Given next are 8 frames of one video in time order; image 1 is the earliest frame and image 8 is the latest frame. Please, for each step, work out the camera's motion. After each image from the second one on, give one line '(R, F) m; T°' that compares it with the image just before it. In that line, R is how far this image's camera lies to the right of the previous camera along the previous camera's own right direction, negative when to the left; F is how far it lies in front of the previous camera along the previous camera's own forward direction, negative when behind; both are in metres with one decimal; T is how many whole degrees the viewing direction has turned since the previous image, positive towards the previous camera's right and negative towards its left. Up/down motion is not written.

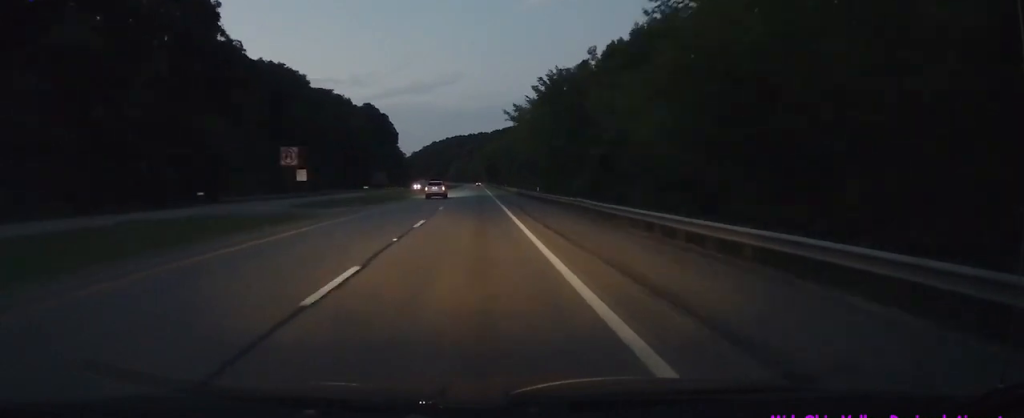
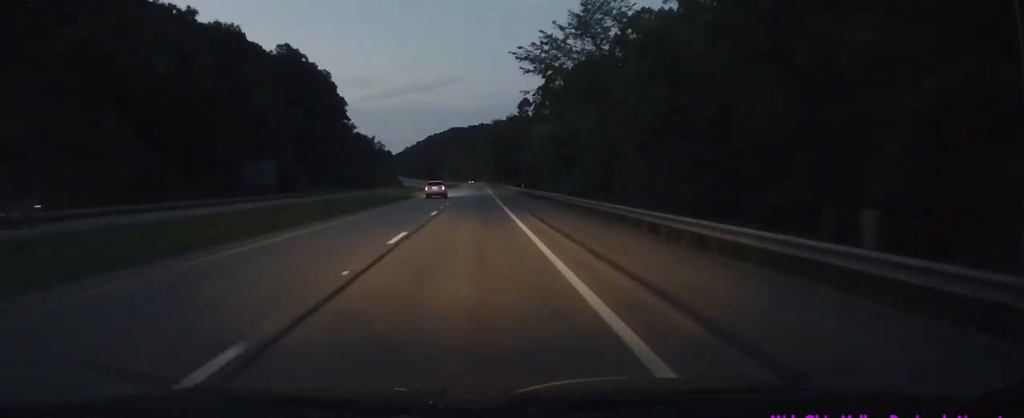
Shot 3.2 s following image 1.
(0.0, +102.3) m; 0°
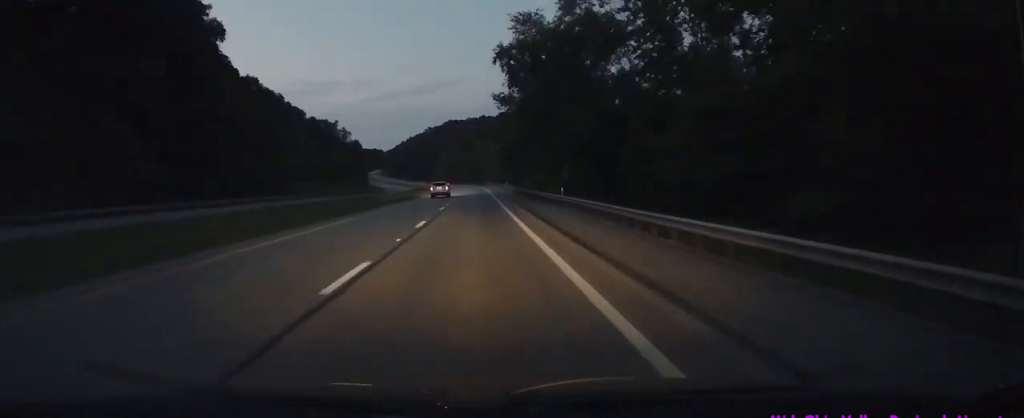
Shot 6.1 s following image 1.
(-0.3, +92.9) m; -1°
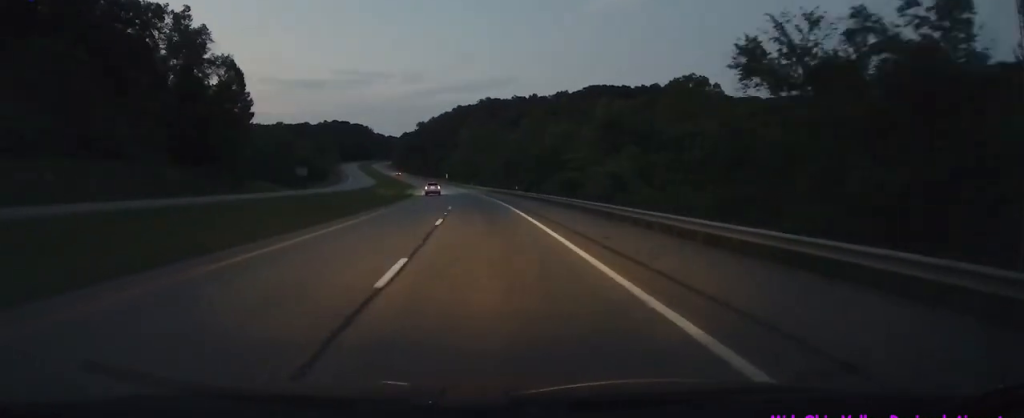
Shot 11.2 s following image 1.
(-4.8, +159.8) m; -6°
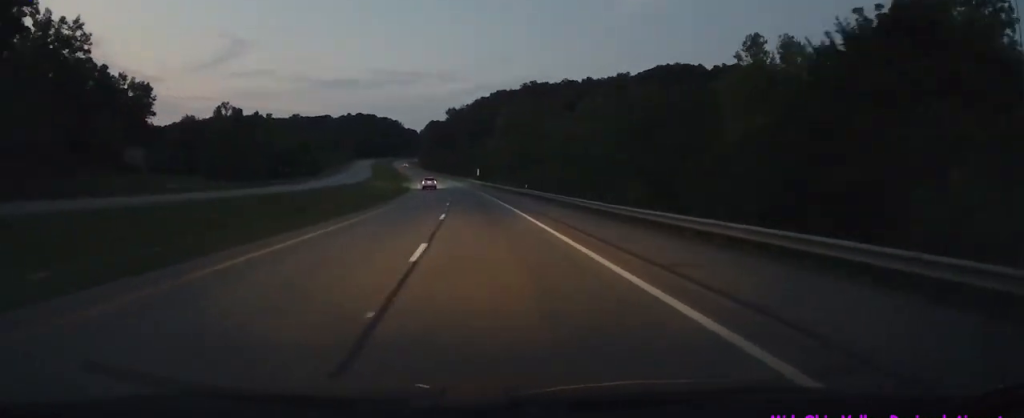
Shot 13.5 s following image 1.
(-3.7, +71.4) m; -4°
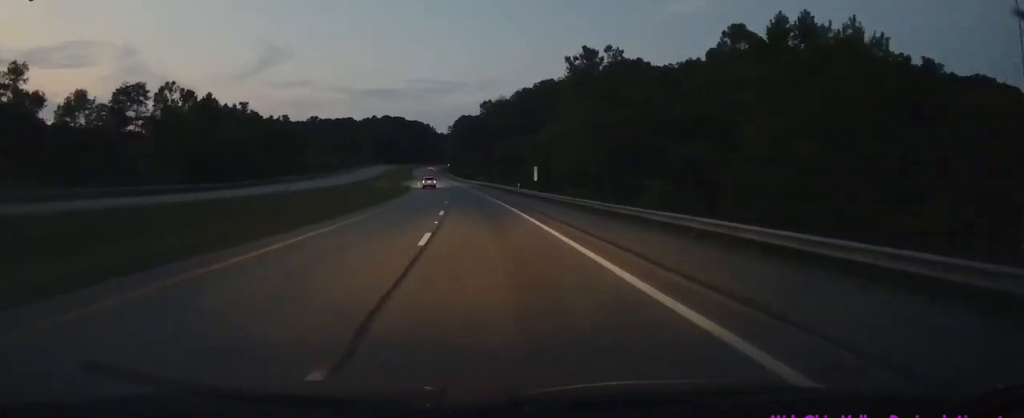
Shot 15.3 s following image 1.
(-0.4, +58.9) m; -3°
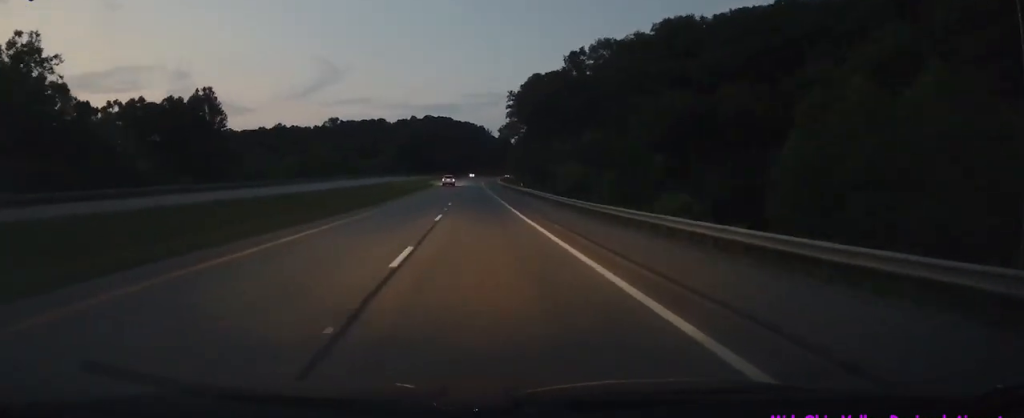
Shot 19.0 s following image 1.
(-6.4, +112.9) m; -3°
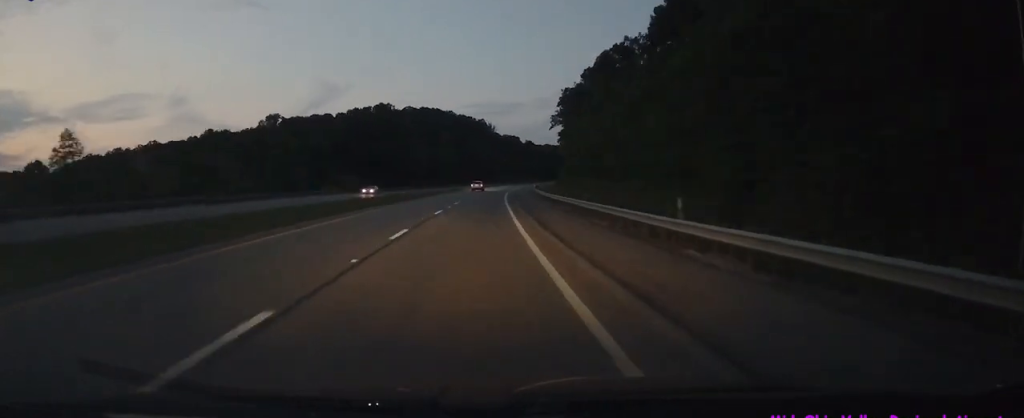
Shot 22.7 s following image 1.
(-0.6, +117.7) m; +2°
